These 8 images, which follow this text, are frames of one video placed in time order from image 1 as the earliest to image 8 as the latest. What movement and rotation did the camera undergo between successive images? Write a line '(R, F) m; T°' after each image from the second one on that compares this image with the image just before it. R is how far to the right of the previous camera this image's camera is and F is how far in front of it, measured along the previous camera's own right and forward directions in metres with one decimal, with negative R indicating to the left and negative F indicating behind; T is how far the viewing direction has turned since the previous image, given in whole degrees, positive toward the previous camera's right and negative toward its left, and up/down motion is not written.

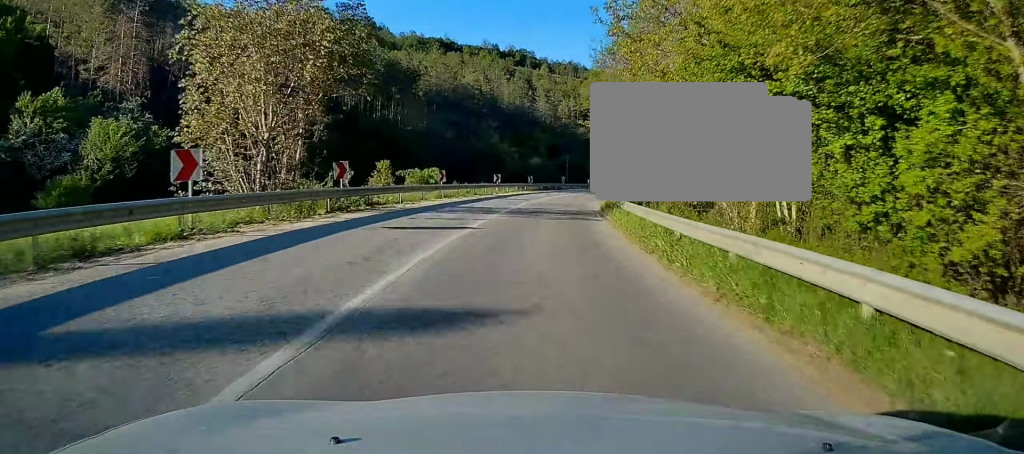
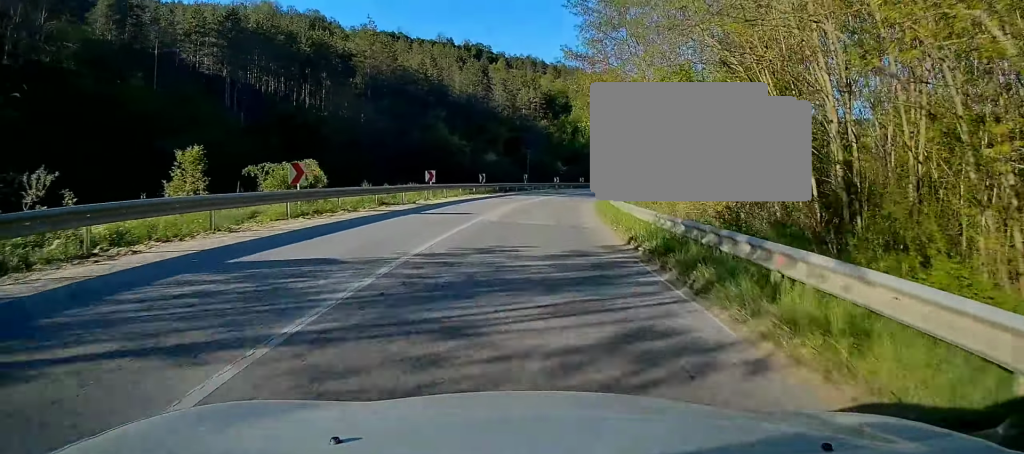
(+0.4, +18.2) m; +4°
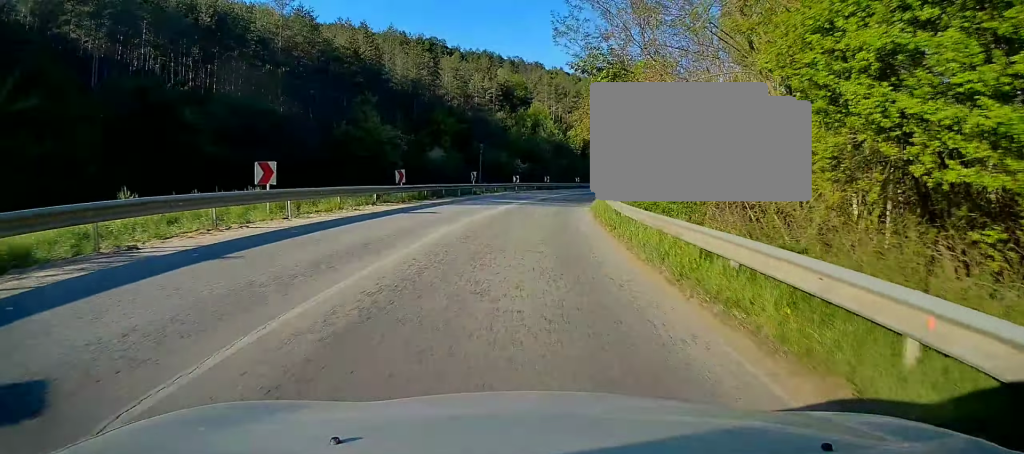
(+0.8, +19.2) m; +5°
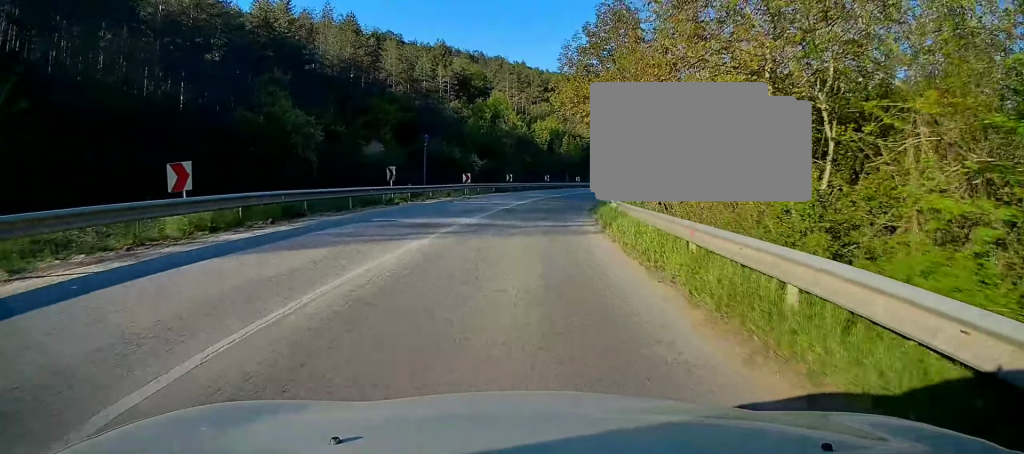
(+0.7, +18.6) m; +3°
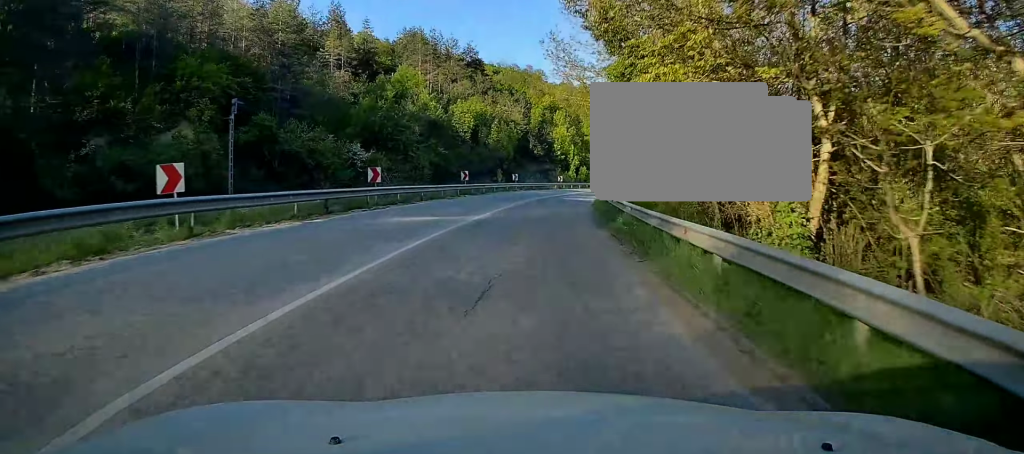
(+1.4, +33.6) m; +6°
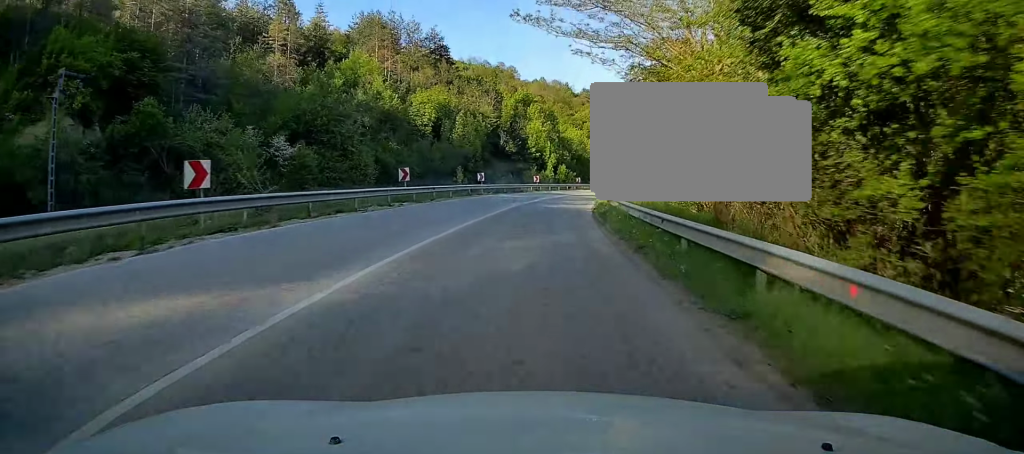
(+0.5, +13.5) m; +2°
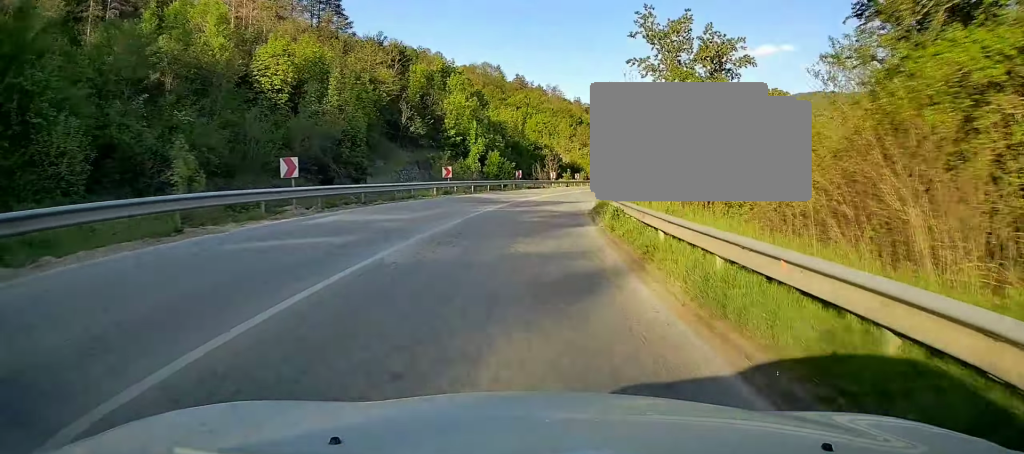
(+1.1, +31.2) m; +5°
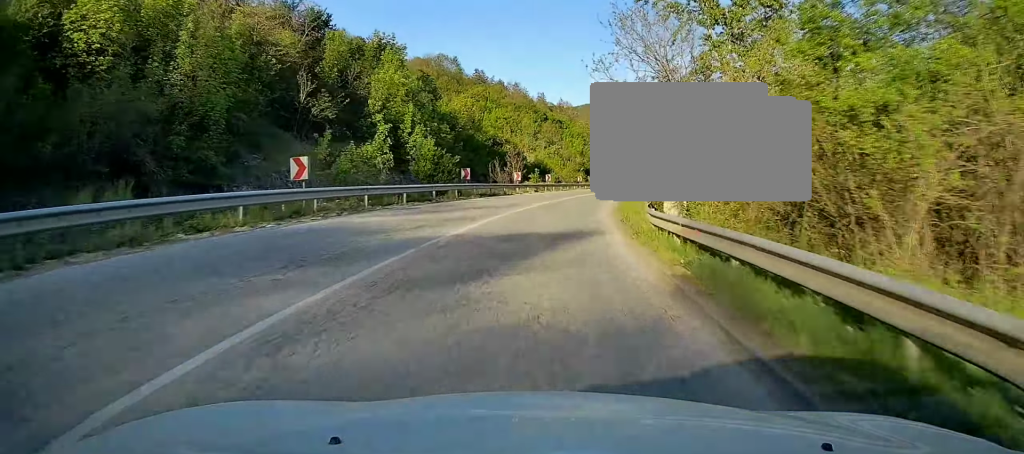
(+0.9, +20.3) m; +4°
